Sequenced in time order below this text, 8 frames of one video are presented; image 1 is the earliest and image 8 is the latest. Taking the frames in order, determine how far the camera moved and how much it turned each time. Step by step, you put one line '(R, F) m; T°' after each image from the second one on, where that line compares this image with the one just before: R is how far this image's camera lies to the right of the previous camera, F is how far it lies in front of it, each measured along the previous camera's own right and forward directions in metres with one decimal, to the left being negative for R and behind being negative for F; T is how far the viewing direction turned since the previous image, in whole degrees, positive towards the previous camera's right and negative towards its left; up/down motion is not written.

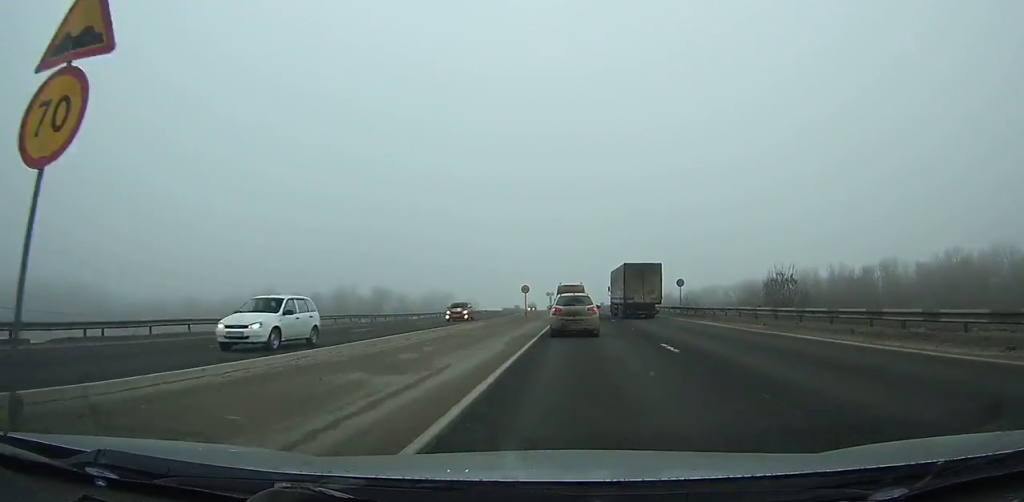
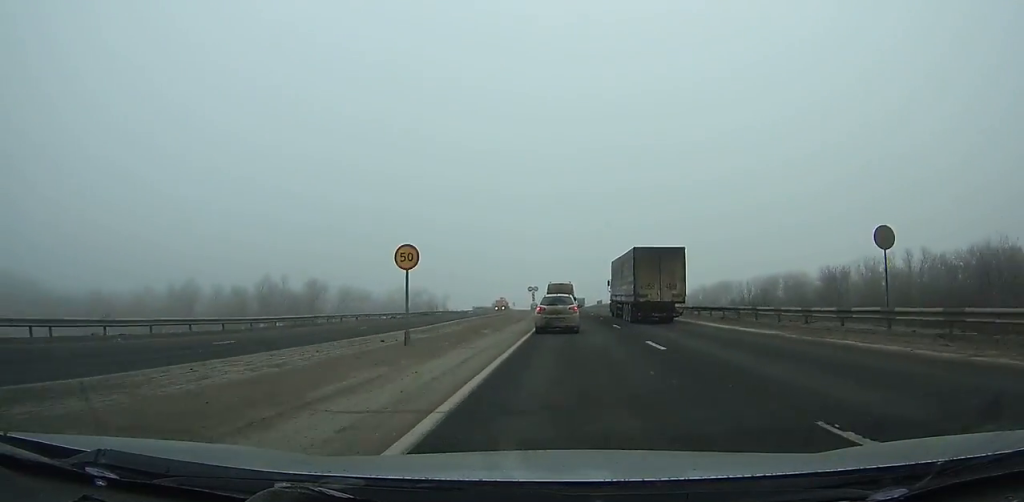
(+0.1, +34.9) m; 0°
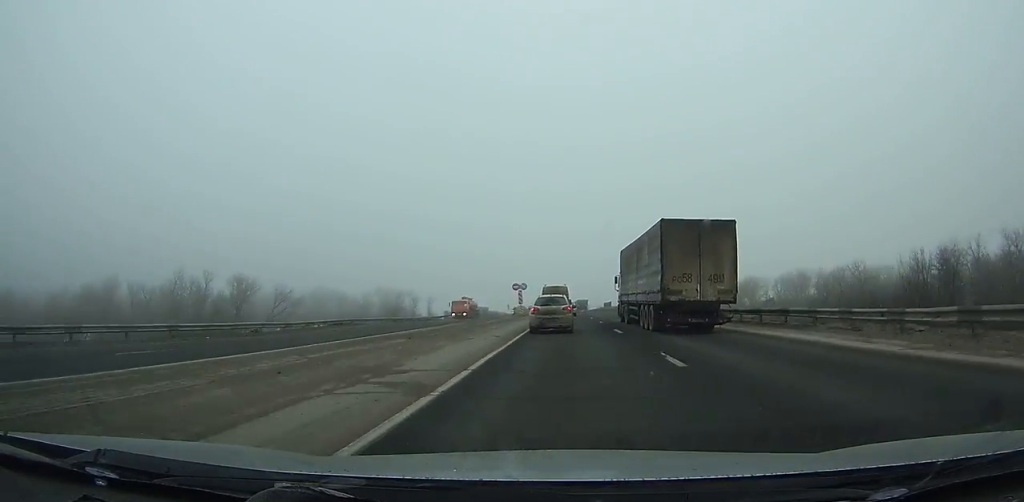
(+0.1, +27.4) m; 0°
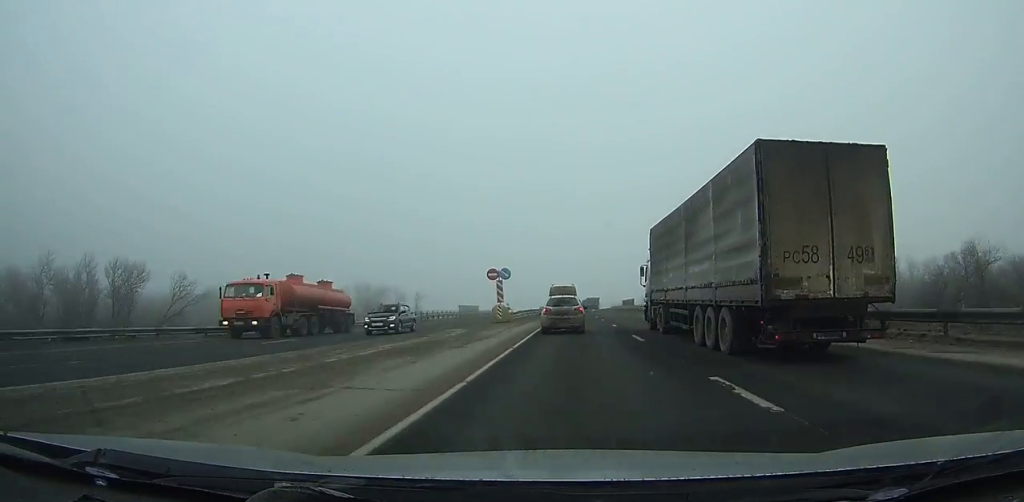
(-0.3, +27.3) m; -1°
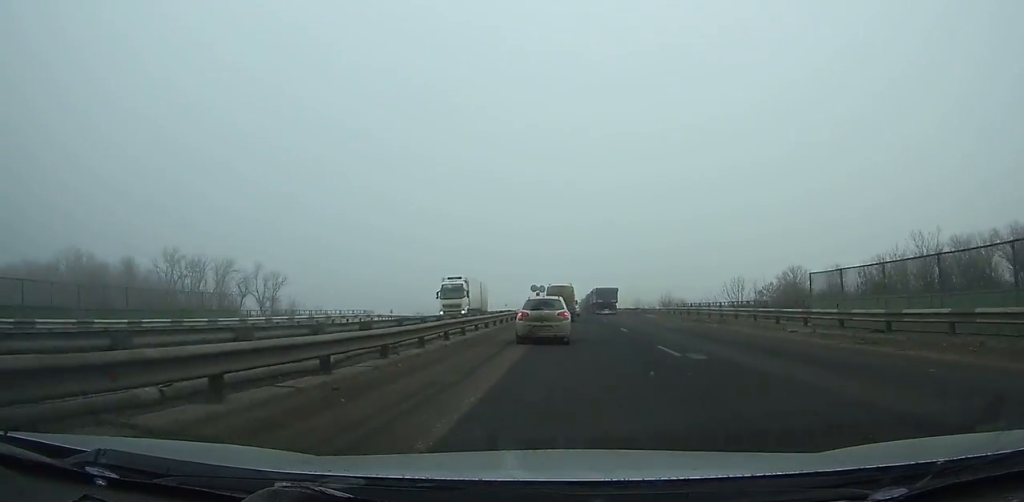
(-0.7, +86.7) m; 0°
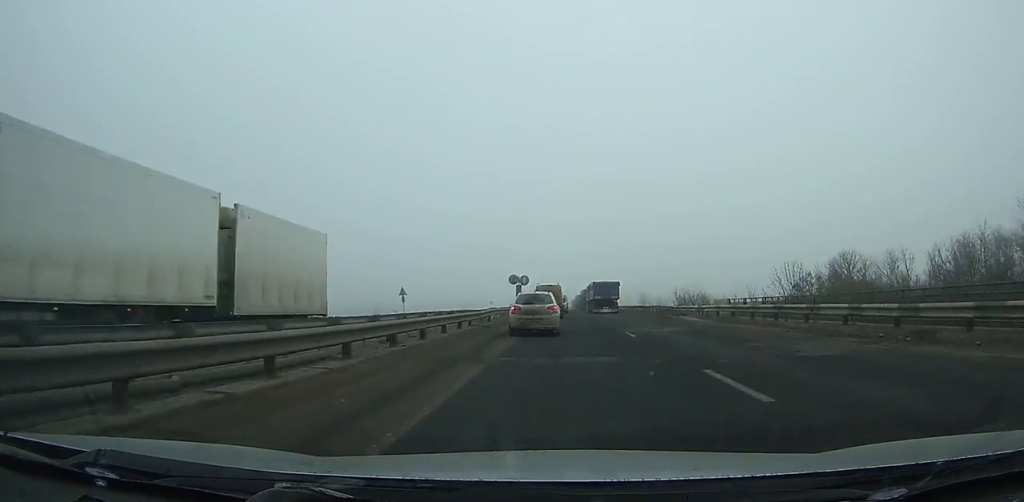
(+0.1, +20.0) m; 0°
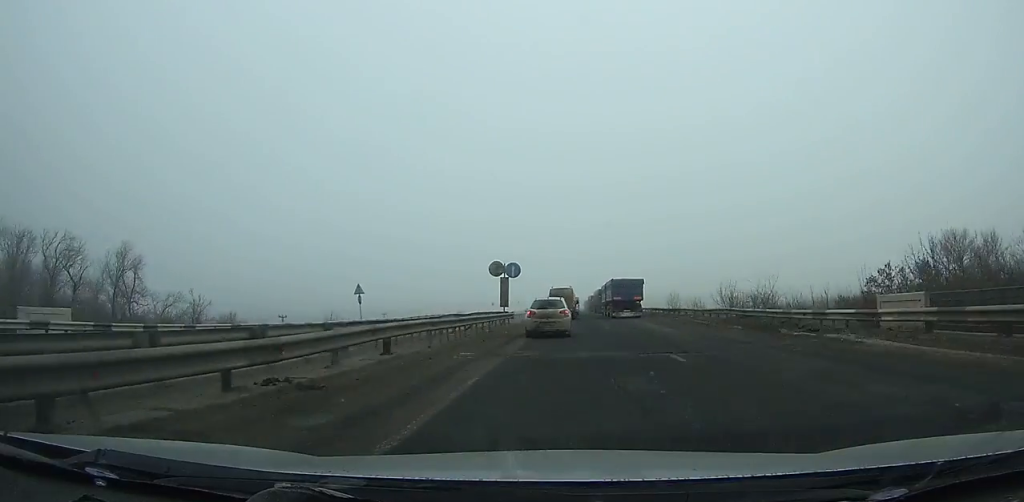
(-0.1, +20.1) m; 0°
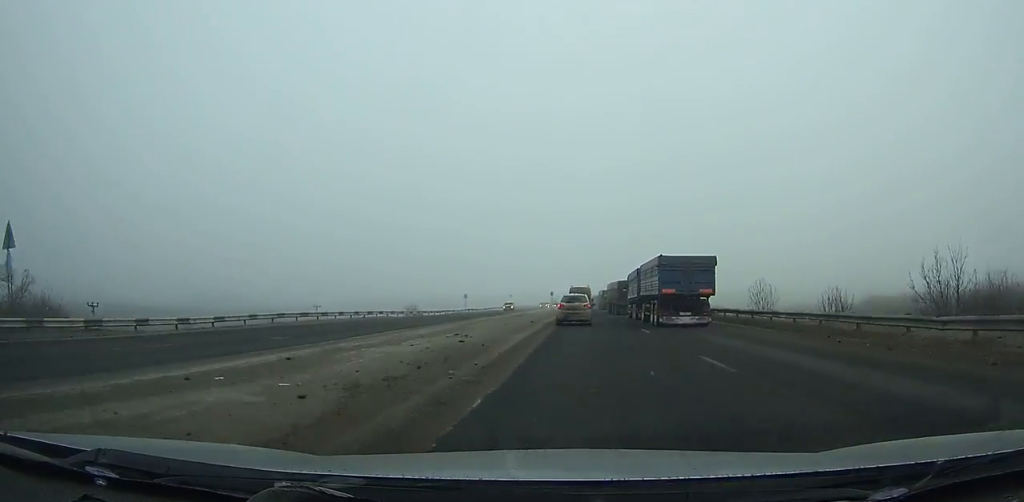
(+0.1, +40.8) m; 0°
